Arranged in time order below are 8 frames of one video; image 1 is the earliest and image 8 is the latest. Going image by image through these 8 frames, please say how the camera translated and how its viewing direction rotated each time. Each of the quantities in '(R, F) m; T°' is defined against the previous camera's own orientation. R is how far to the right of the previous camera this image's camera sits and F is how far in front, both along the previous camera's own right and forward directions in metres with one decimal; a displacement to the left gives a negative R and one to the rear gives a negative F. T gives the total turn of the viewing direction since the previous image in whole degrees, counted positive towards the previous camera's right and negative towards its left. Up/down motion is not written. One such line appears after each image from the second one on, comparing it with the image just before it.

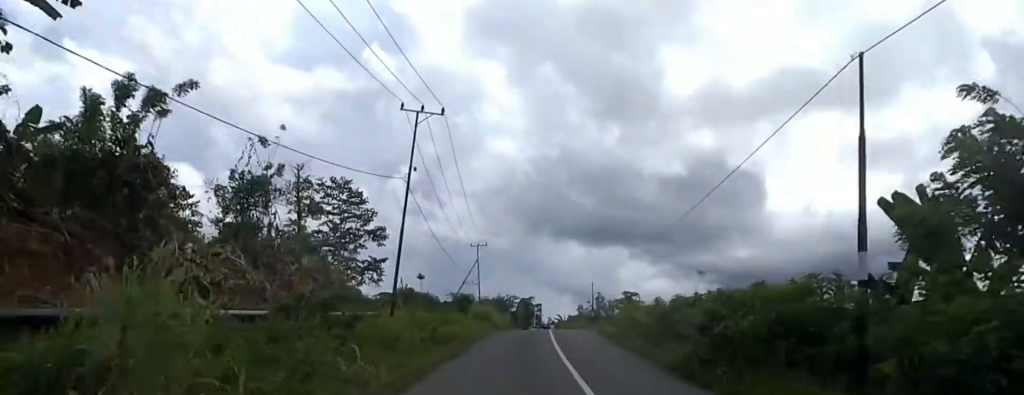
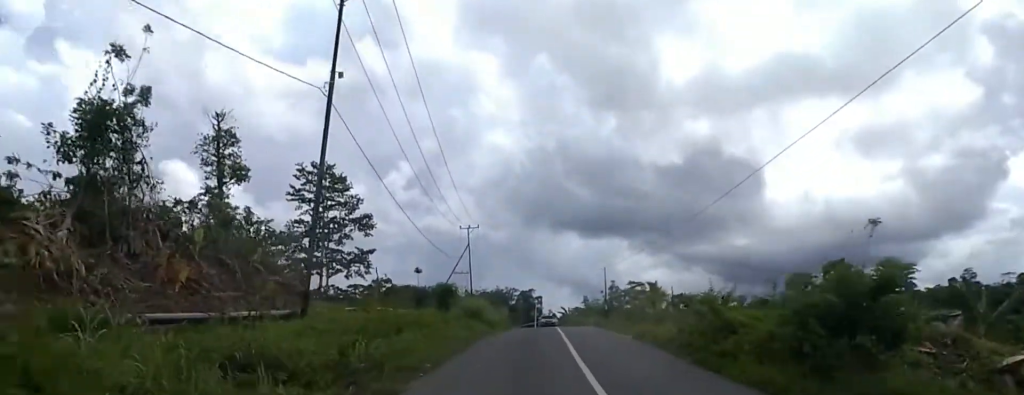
(+0.3, +10.7) m; -3°
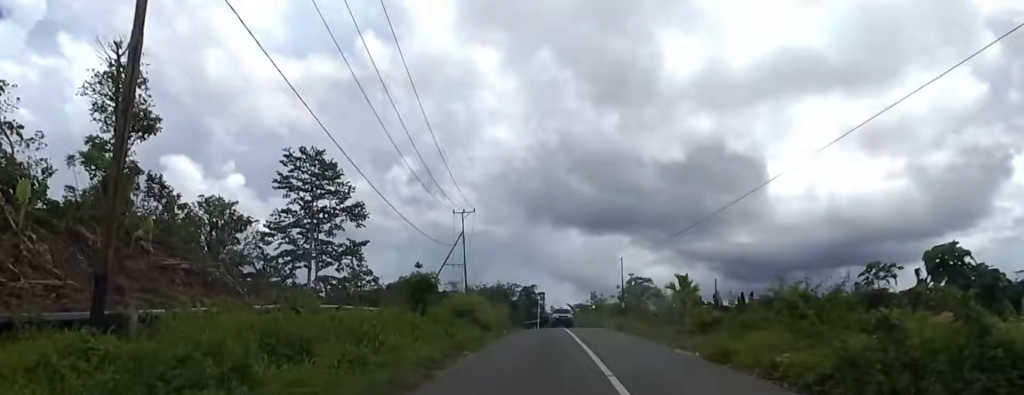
(-0.5, +8.0) m; -1°
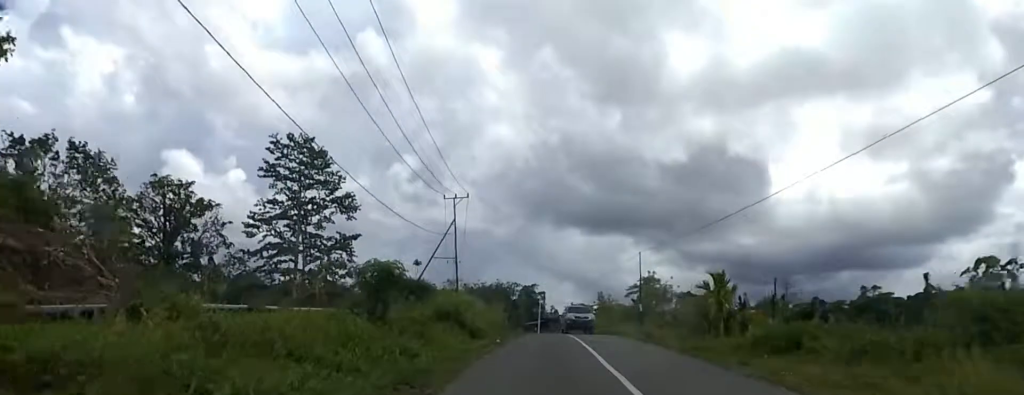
(-0.4, +7.1) m; +1°
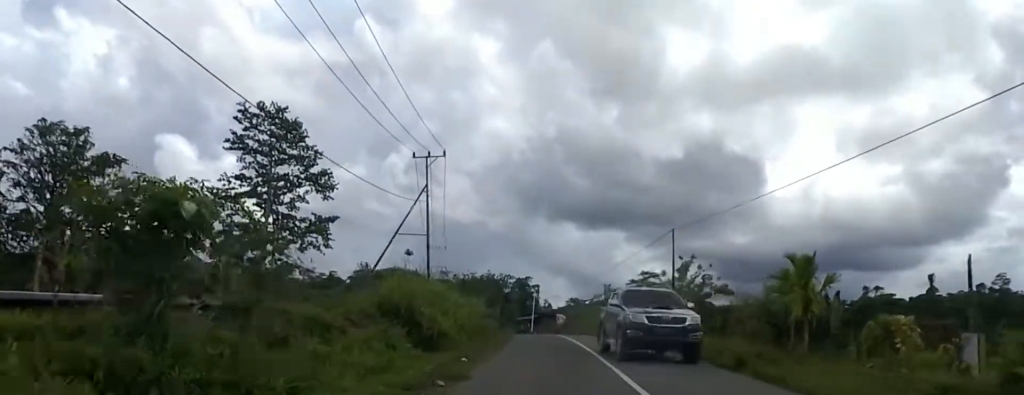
(+0.9, +10.5) m; +5°
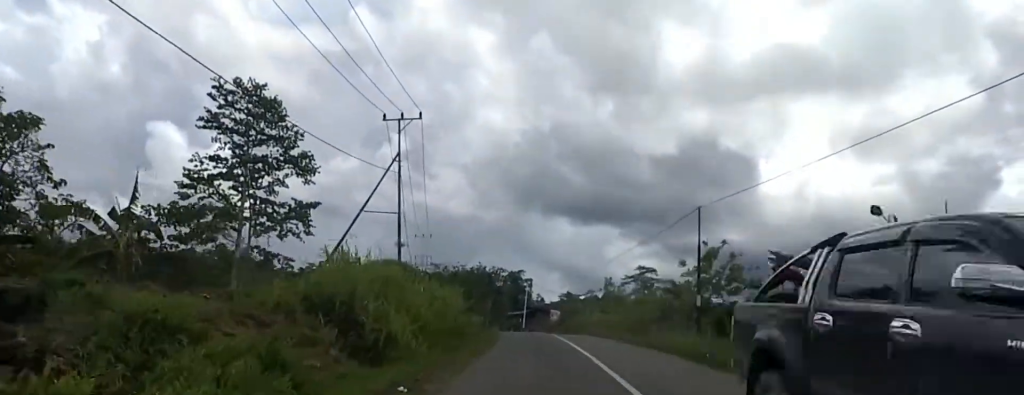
(0.0, +5.8) m; +1°
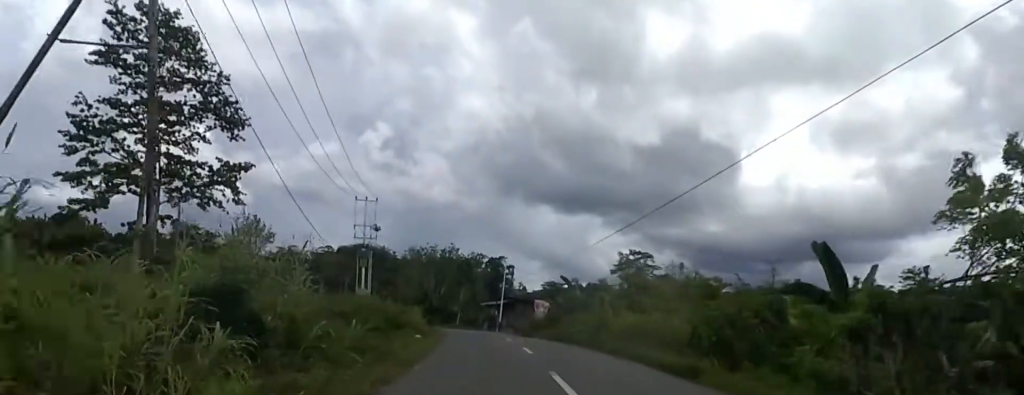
(0.0, +18.2) m; -7°
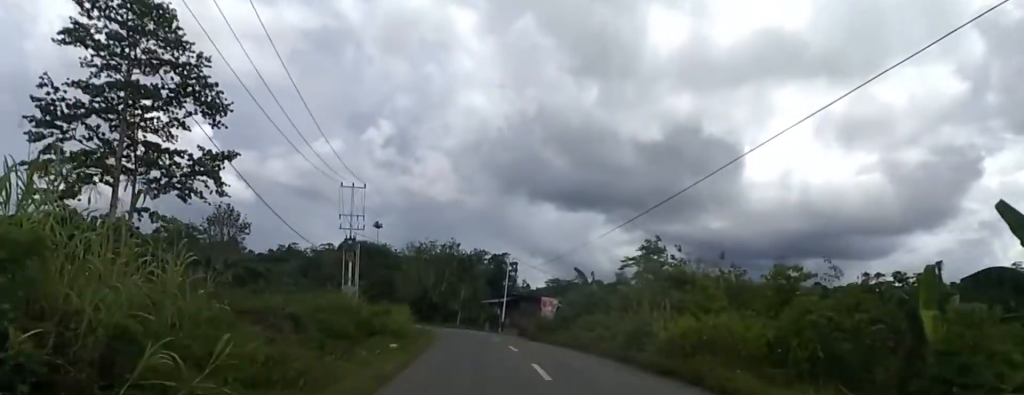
(-0.8, +5.6) m; -1°
